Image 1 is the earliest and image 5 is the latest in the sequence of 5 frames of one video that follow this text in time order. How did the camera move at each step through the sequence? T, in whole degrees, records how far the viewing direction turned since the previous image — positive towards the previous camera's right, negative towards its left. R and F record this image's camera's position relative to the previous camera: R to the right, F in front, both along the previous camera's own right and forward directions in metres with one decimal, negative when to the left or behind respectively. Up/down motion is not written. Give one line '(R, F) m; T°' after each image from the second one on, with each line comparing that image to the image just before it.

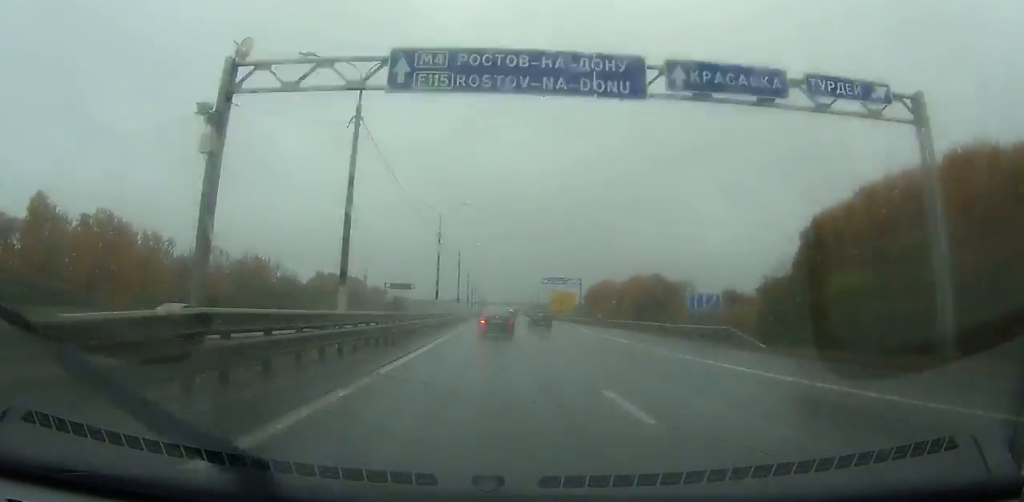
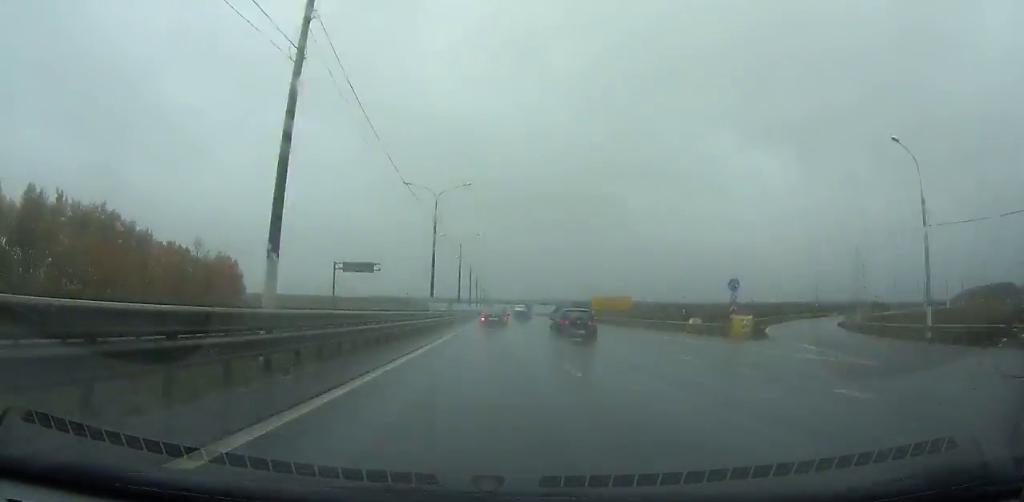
(-0.1, +248.0) m; 0°
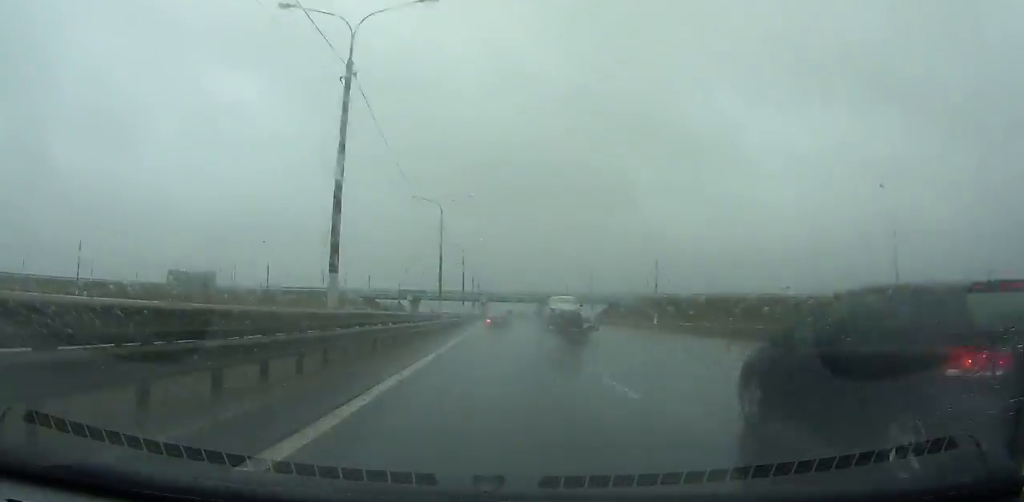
(-0.1, +150.1) m; 0°
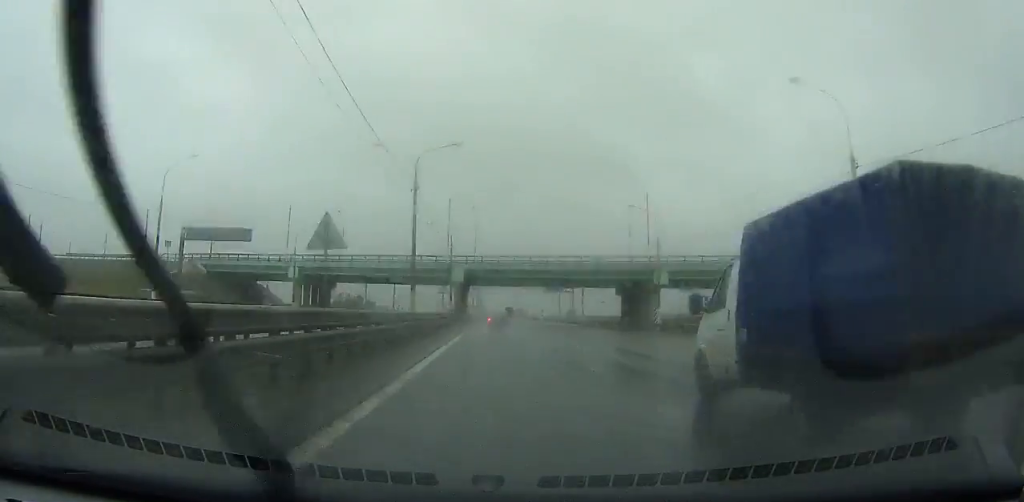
(+0.7, +106.4) m; +1°
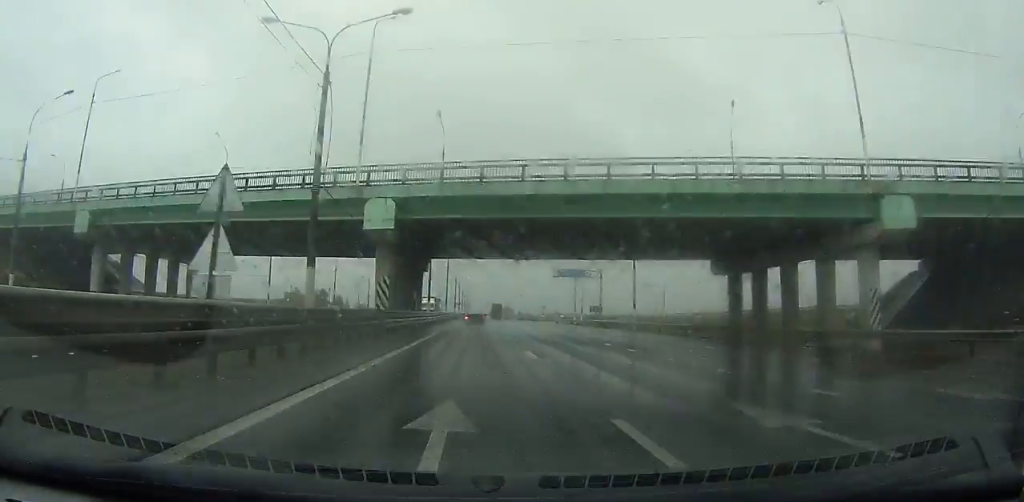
(0.0, +42.7) m; 0°
